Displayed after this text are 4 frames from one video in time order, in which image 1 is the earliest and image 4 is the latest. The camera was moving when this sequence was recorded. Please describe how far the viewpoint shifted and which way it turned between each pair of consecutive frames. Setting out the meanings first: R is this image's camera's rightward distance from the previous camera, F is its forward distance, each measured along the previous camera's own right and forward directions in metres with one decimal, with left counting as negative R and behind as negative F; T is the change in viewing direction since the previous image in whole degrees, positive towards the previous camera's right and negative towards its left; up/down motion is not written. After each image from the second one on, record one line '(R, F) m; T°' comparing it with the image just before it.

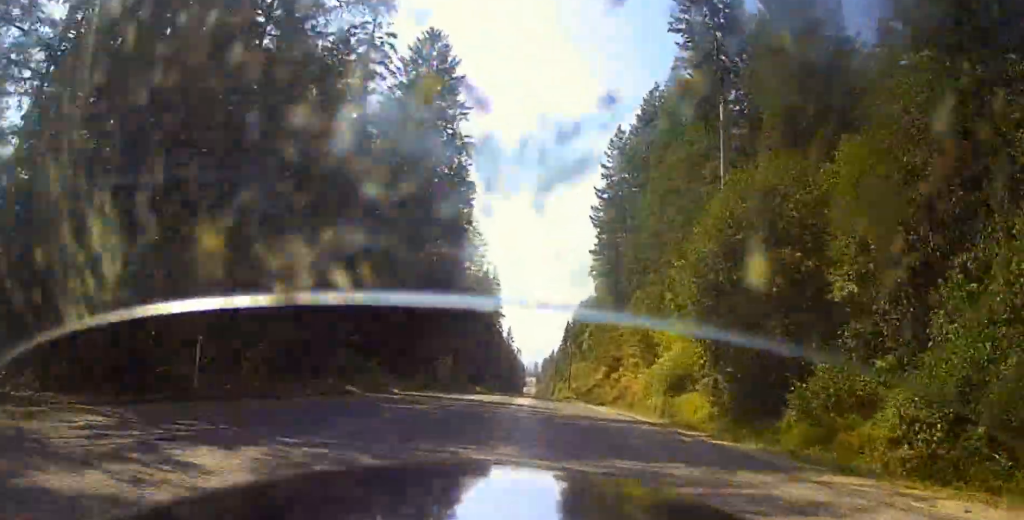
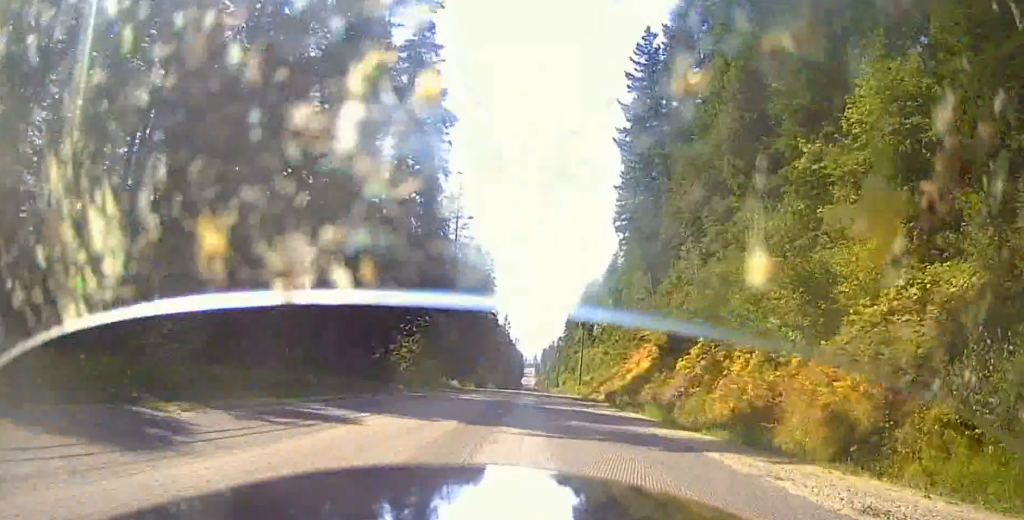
(-0.3, +27.6) m; -1°
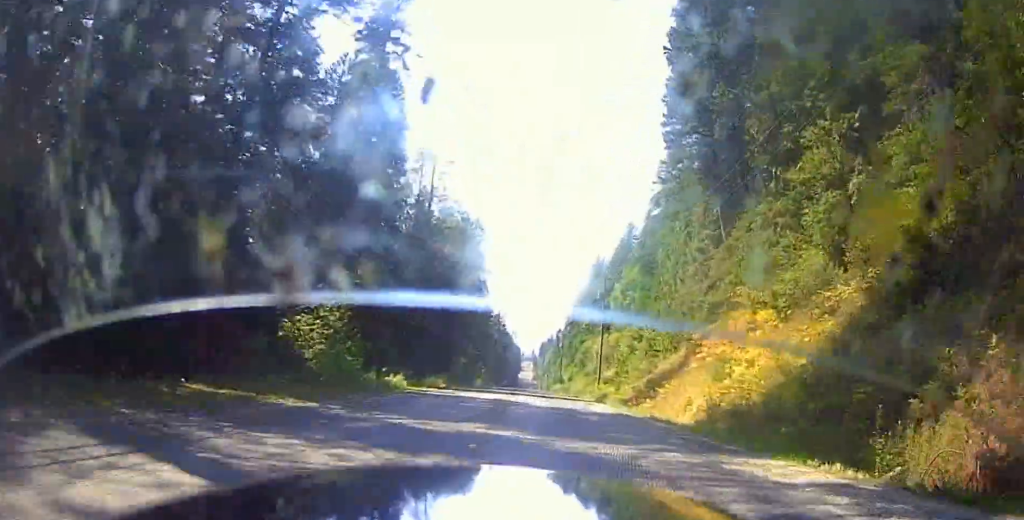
(-0.1, +28.2) m; 0°
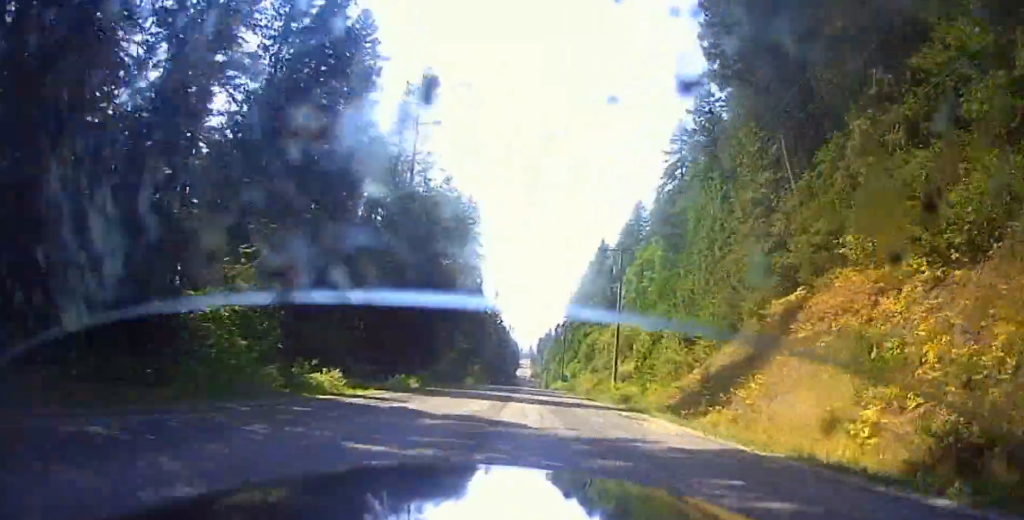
(0.0, +13.0) m; 0°
